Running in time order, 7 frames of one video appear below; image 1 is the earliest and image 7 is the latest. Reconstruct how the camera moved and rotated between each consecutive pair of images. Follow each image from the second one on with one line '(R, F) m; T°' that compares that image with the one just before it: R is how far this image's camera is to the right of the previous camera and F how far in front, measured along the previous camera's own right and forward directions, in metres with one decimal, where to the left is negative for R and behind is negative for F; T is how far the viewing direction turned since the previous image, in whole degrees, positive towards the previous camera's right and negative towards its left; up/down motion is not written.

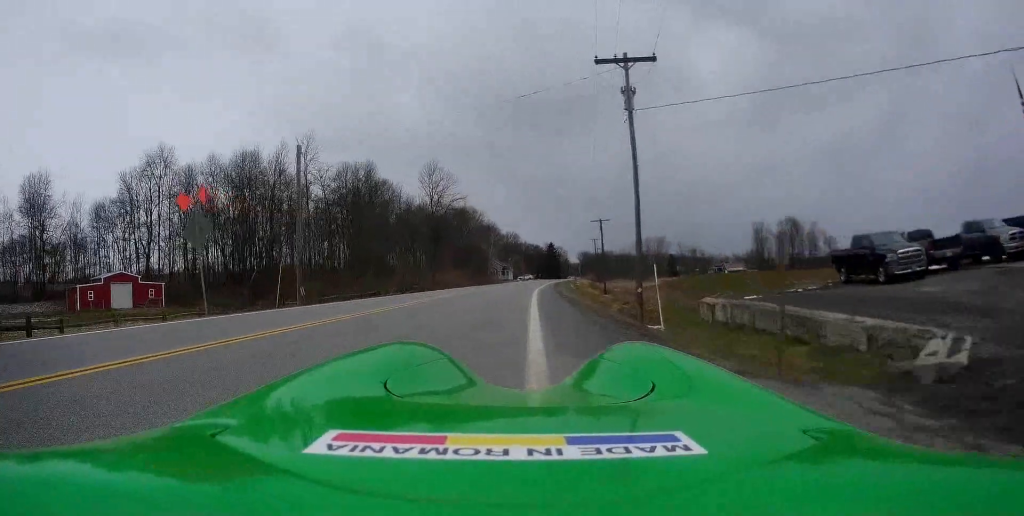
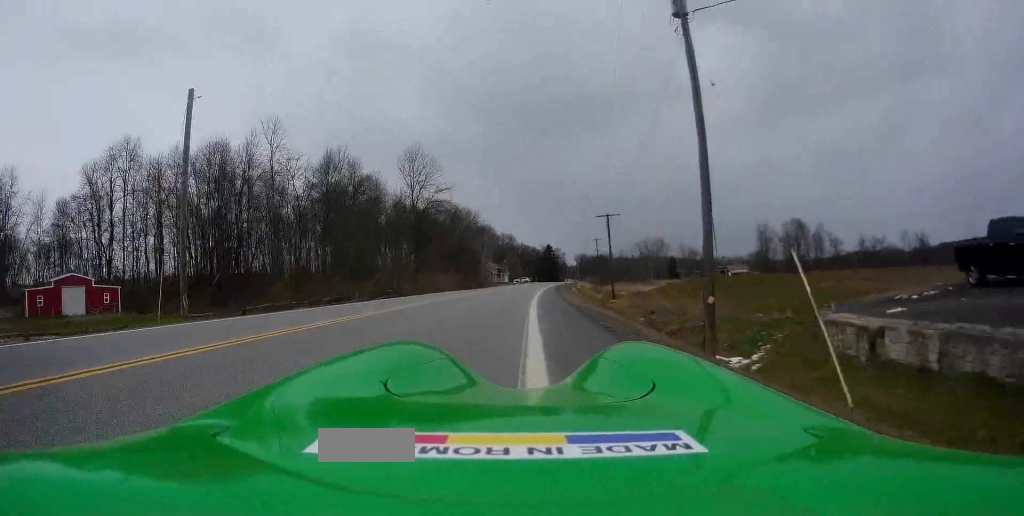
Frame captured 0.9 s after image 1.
(0.0, +8.7) m; 0°
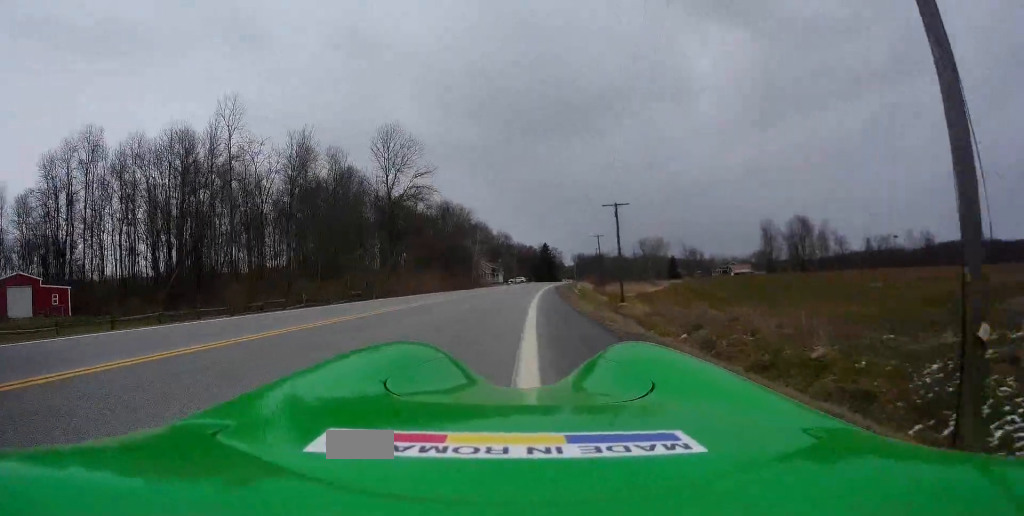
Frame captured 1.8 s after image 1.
(0.0, +8.7) m; 0°
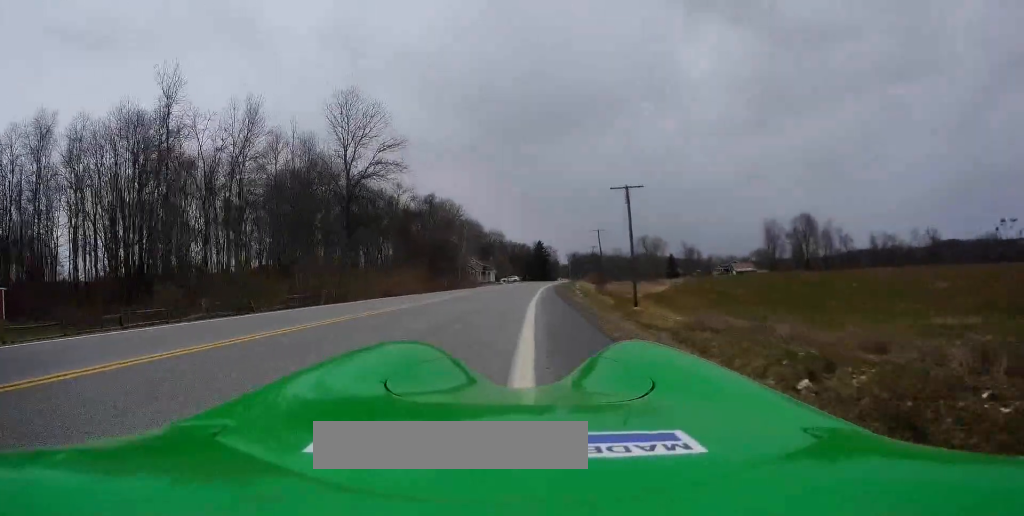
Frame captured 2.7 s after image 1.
(0.0, +9.5) m; +2°
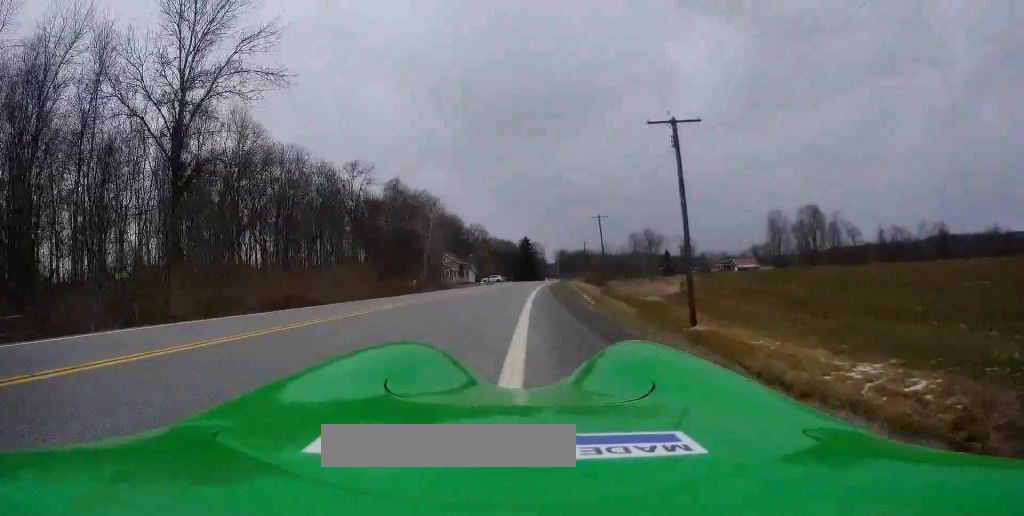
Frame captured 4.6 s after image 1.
(-0.1, +17.9) m; 0°
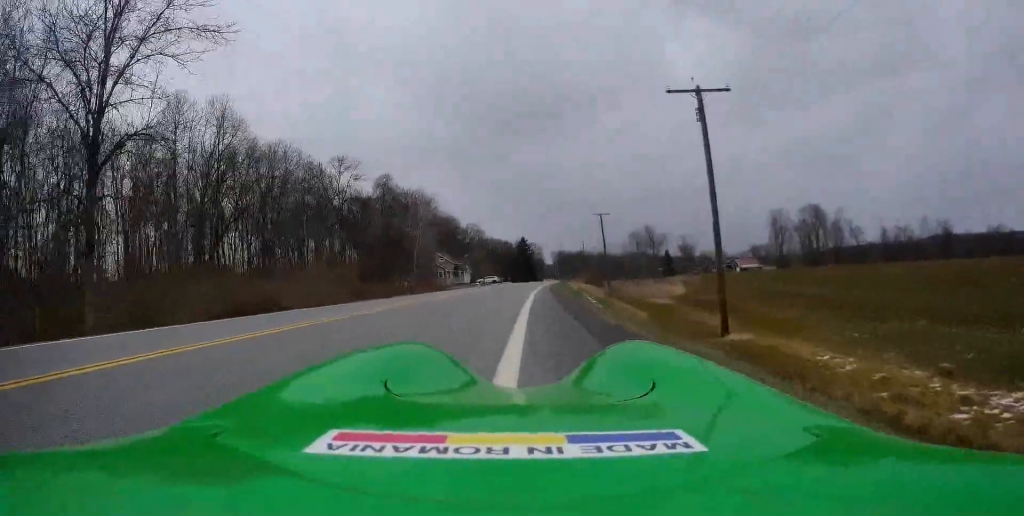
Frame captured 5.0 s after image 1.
(+0.1, +4.4) m; +1°
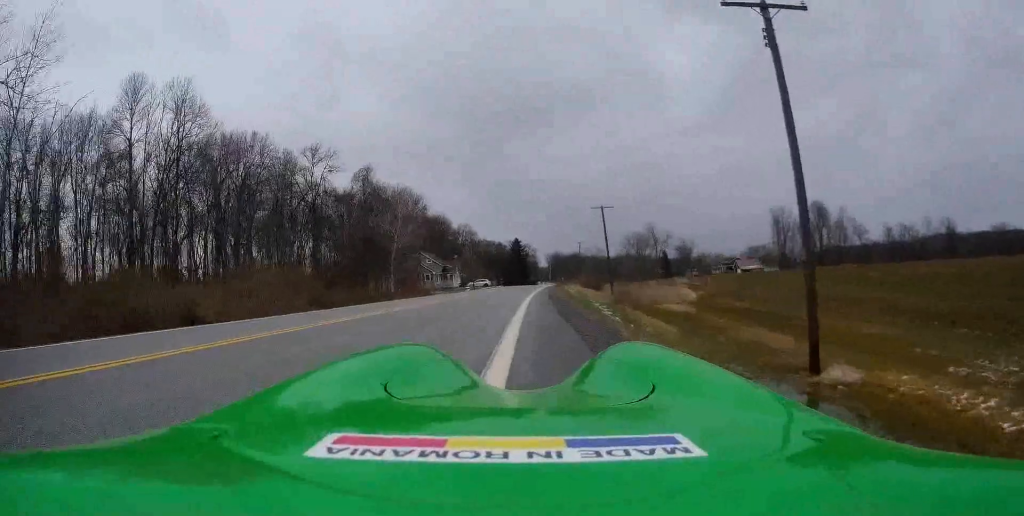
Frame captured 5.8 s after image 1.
(+0.2, +7.6) m; +1°
